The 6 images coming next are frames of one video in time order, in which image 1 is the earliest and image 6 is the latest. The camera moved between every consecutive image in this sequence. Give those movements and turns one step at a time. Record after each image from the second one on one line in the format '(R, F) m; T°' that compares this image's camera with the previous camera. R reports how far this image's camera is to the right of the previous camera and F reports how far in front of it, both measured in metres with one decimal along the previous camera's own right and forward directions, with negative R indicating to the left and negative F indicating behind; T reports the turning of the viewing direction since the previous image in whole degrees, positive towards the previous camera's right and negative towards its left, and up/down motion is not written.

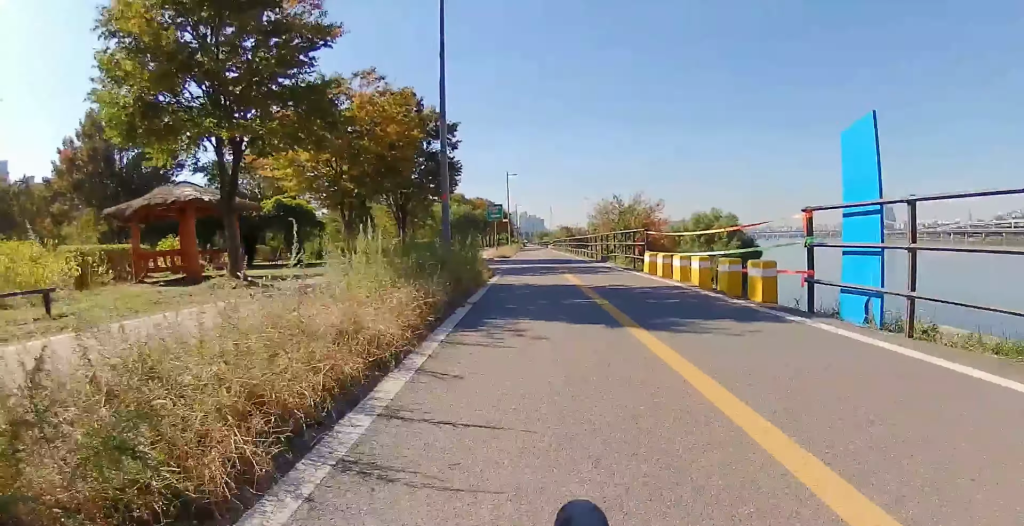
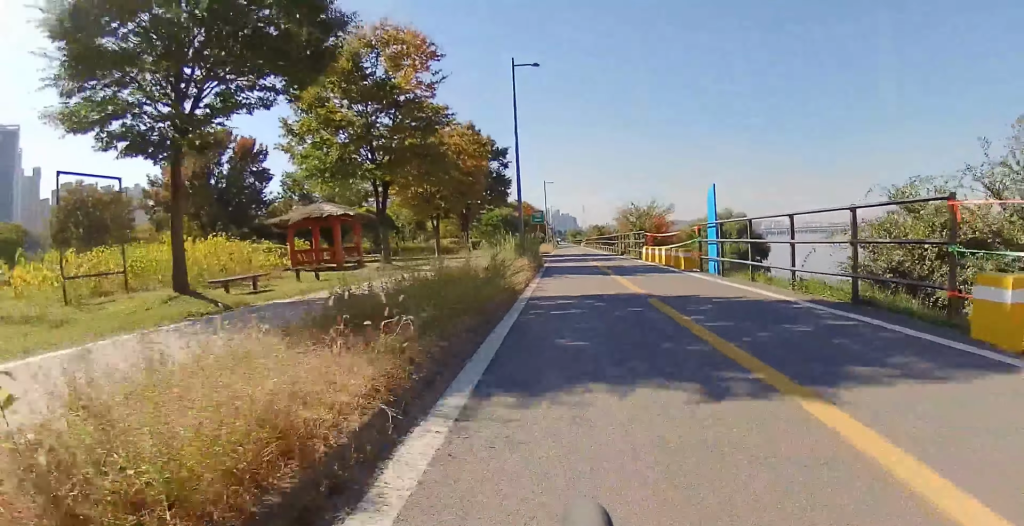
(-0.3, +8.2) m; -2°
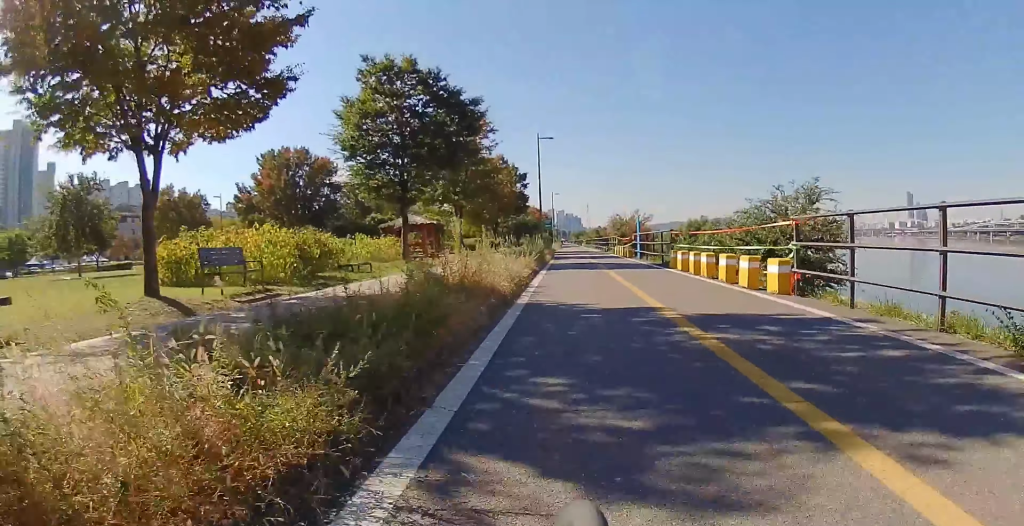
(-0.3, +14.2) m; -2°
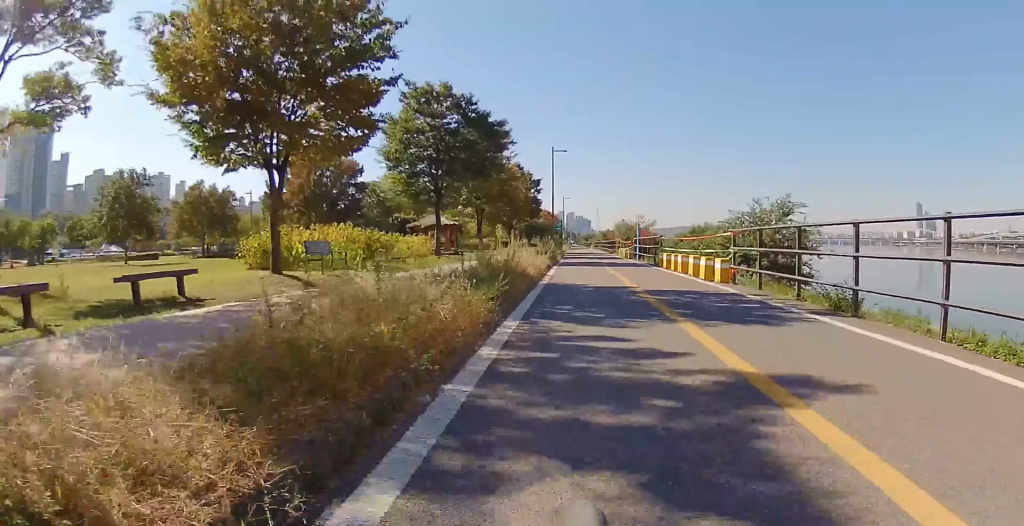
(0.0, +4.0) m; +1°
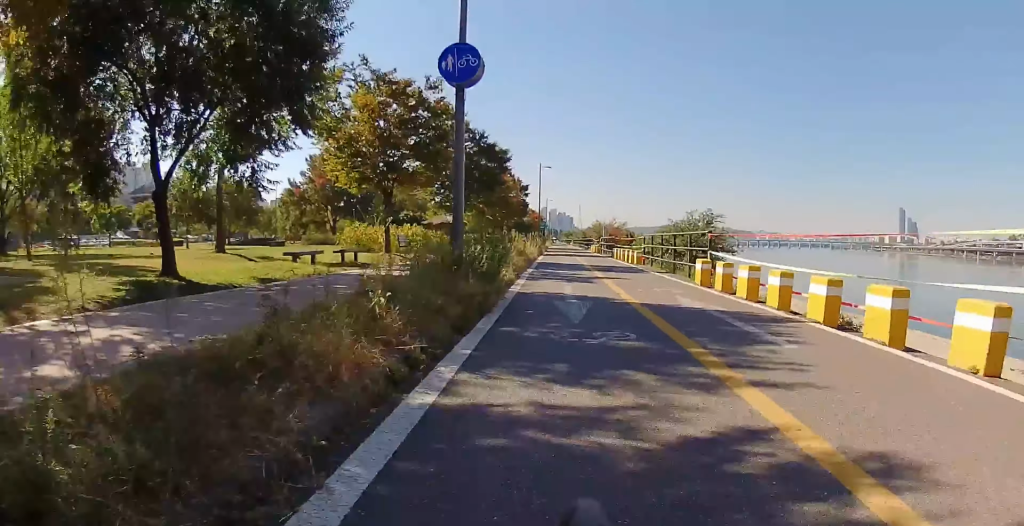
(+0.2, +10.1) m; +2°
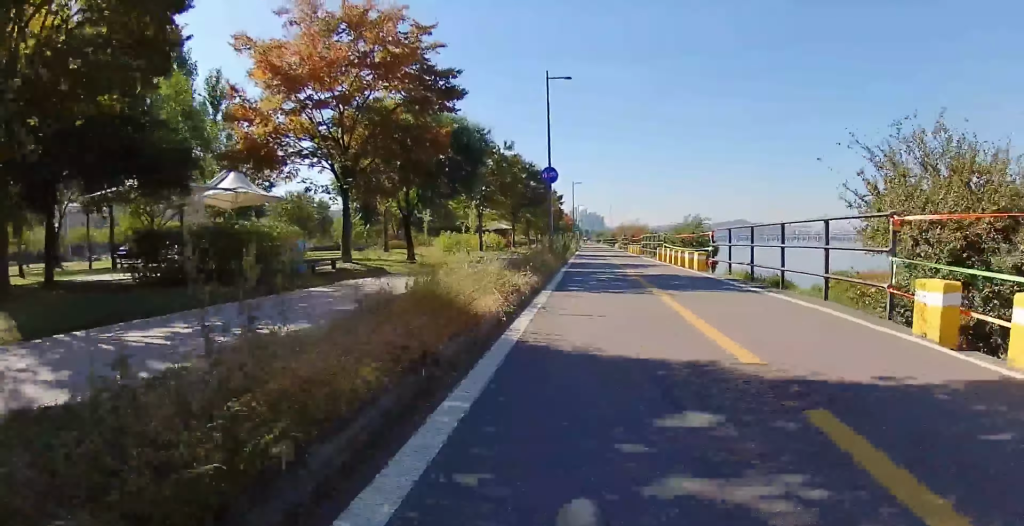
(0.0, +13.2) m; 0°
